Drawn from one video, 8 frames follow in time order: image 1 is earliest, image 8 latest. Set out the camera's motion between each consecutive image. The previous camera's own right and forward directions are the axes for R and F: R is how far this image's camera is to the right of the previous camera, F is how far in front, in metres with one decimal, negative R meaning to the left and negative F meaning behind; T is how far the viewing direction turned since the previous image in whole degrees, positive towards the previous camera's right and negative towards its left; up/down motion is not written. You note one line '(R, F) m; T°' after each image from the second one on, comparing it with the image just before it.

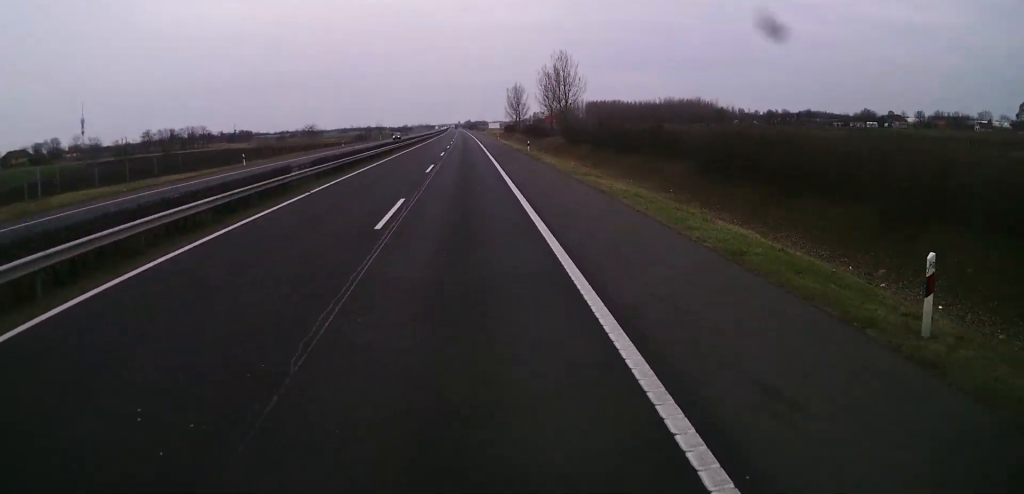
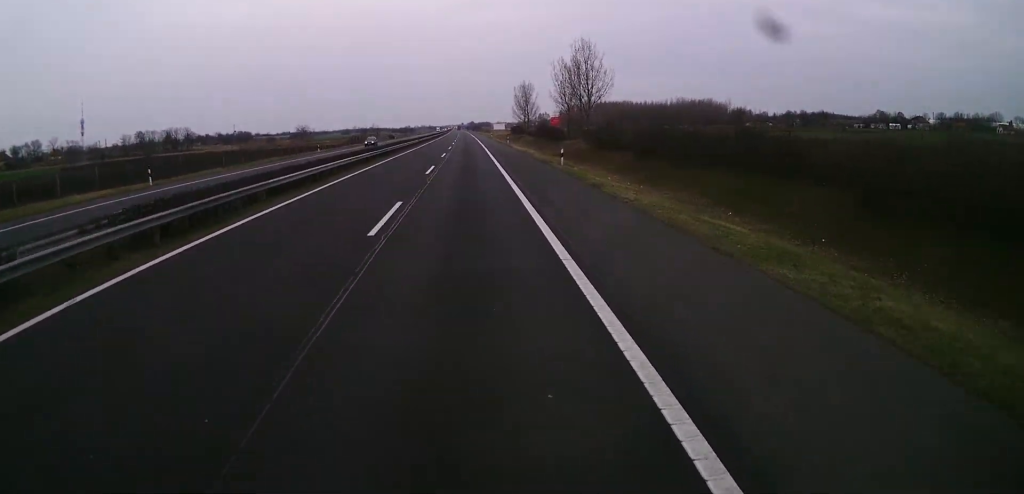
(-0.2, +19.2) m; -1°
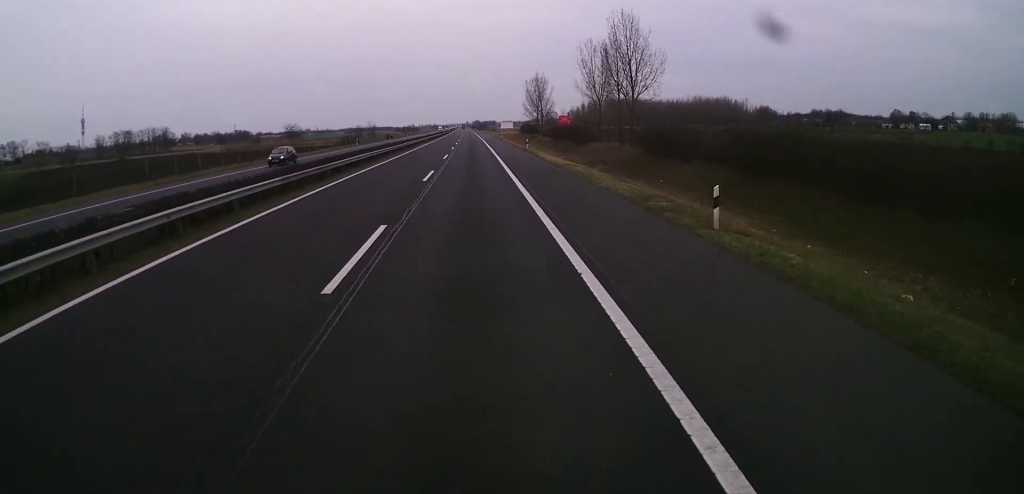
(-0.1, +23.0) m; 0°
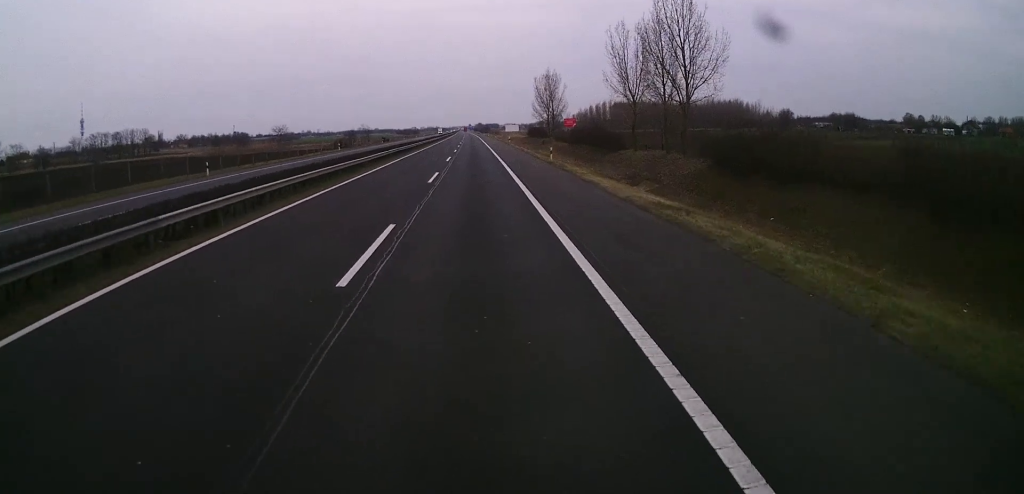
(0.0, +17.7) m; 0°
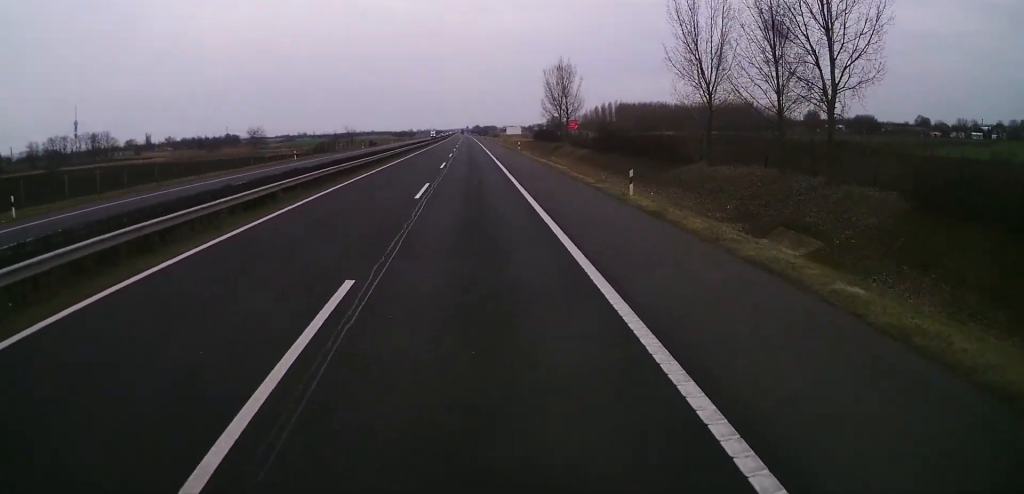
(-0.1, +23.9) m; 0°
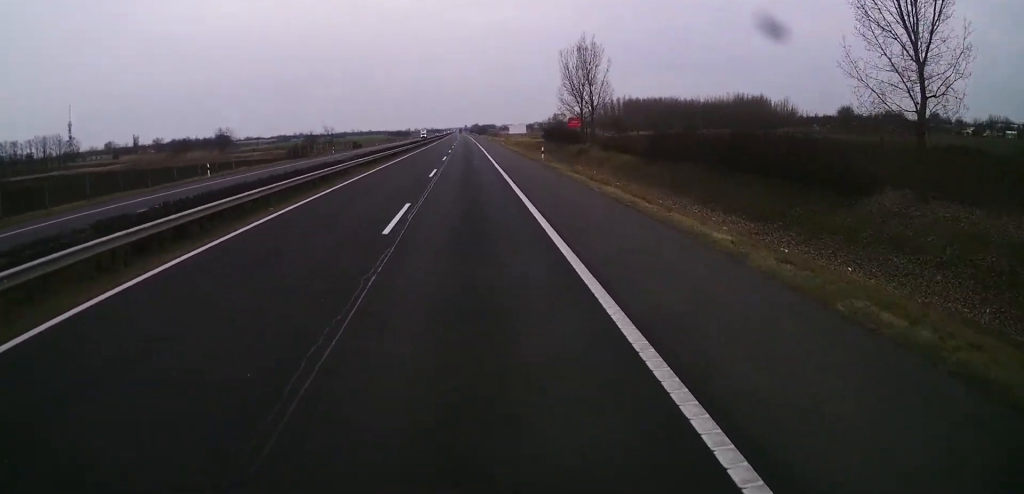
(+0.1, +25.5) m; 0°
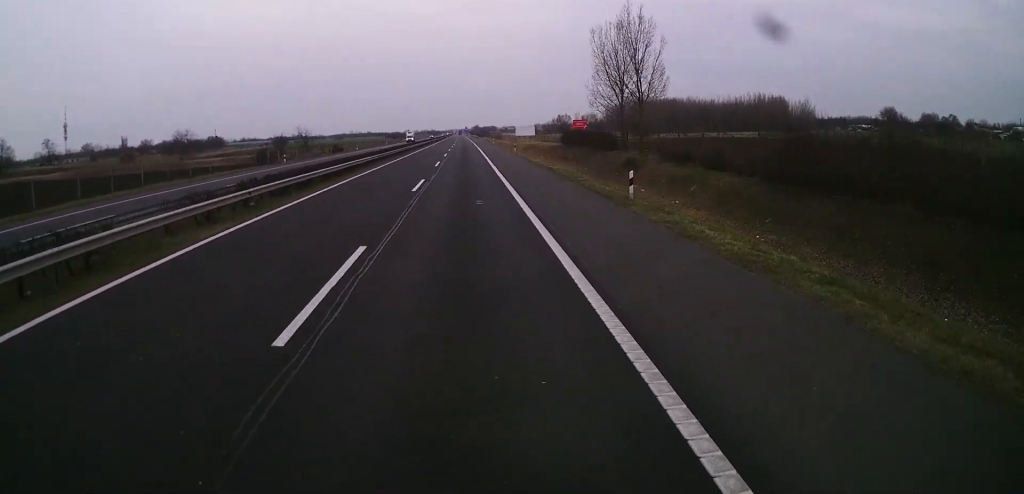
(-0.2, +26.3) m; 0°
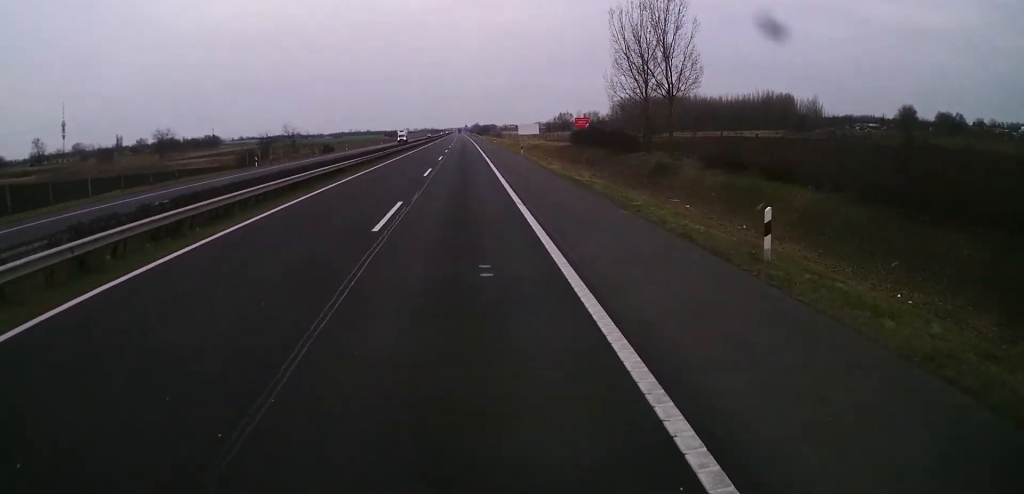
(-0.1, +10.1) m; 0°
